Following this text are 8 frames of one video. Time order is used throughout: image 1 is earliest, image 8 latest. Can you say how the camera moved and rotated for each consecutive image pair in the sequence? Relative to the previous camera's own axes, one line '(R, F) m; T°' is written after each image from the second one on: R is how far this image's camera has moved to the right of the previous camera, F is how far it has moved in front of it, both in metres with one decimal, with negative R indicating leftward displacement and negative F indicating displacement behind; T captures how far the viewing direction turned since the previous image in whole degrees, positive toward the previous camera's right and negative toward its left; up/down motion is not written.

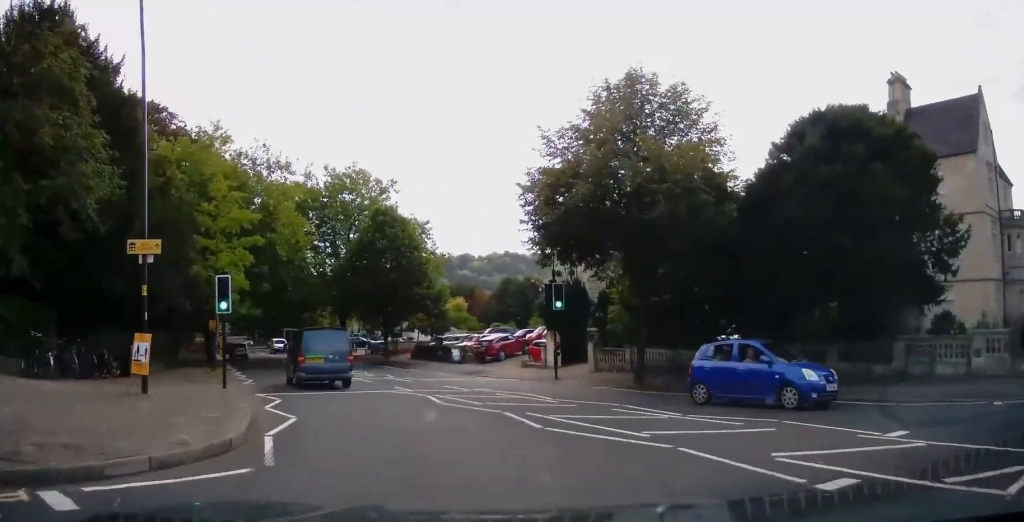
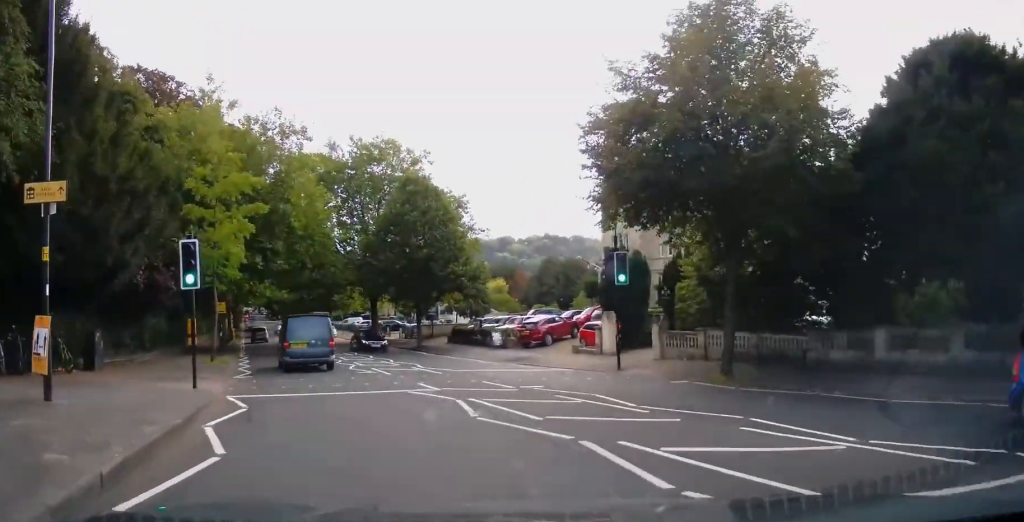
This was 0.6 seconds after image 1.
(+0.2, +4.7) m; 0°
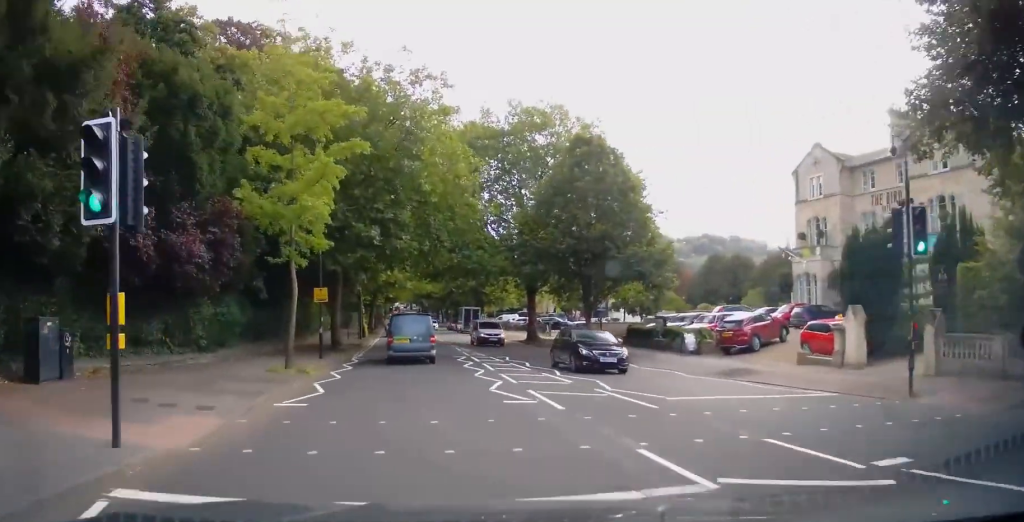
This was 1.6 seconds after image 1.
(-0.6, +8.7) m; -9°
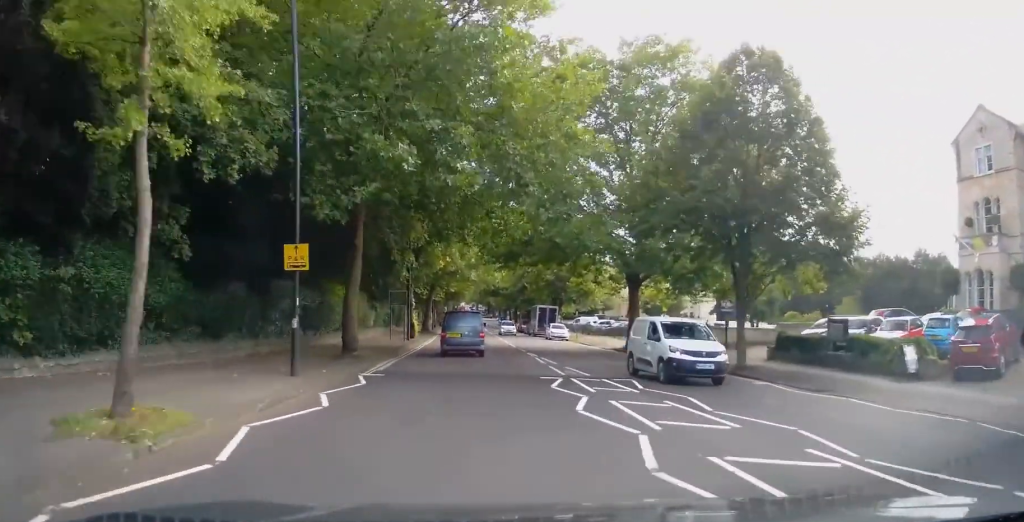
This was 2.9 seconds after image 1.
(-1.1, +11.8) m; -8°
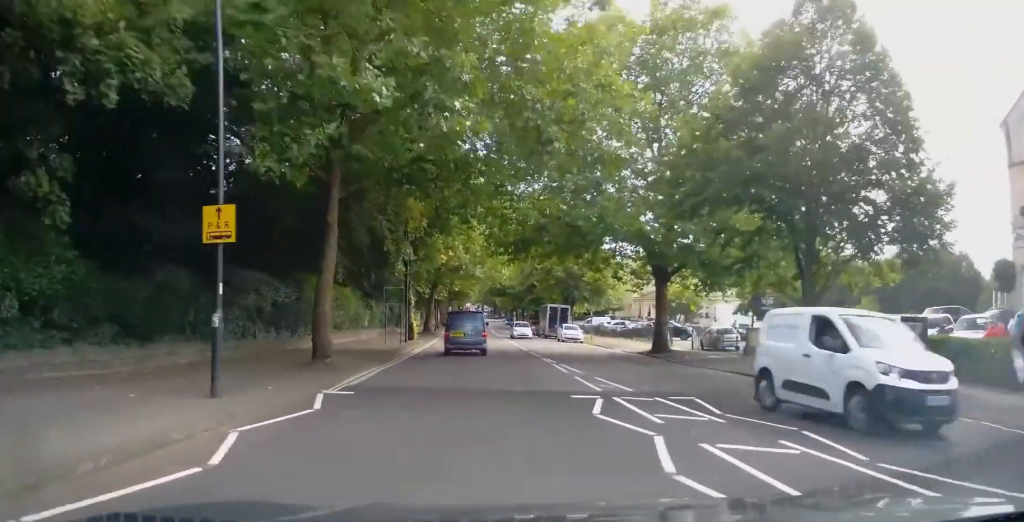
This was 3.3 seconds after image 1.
(0.0, +4.5) m; -2°
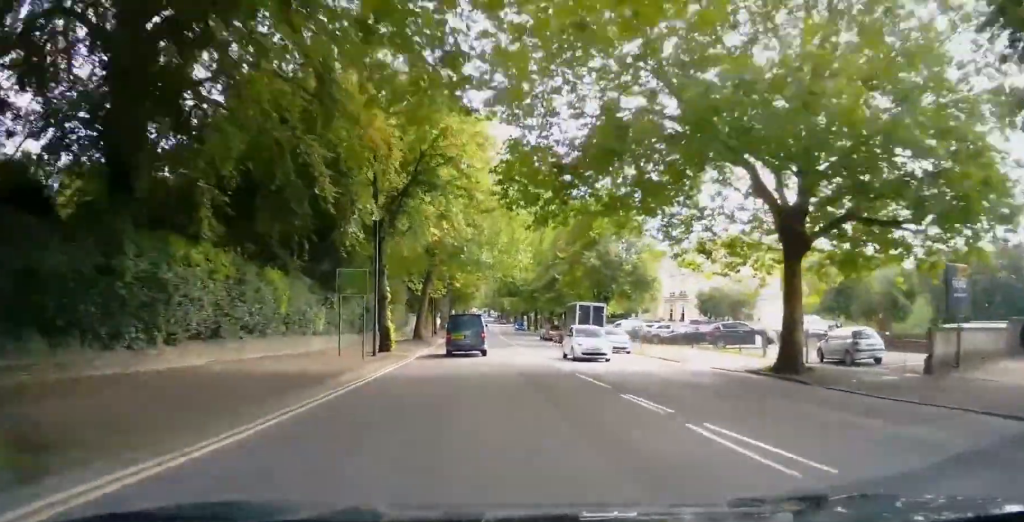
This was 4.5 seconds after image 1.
(-0.4, +13.5) m; 0°
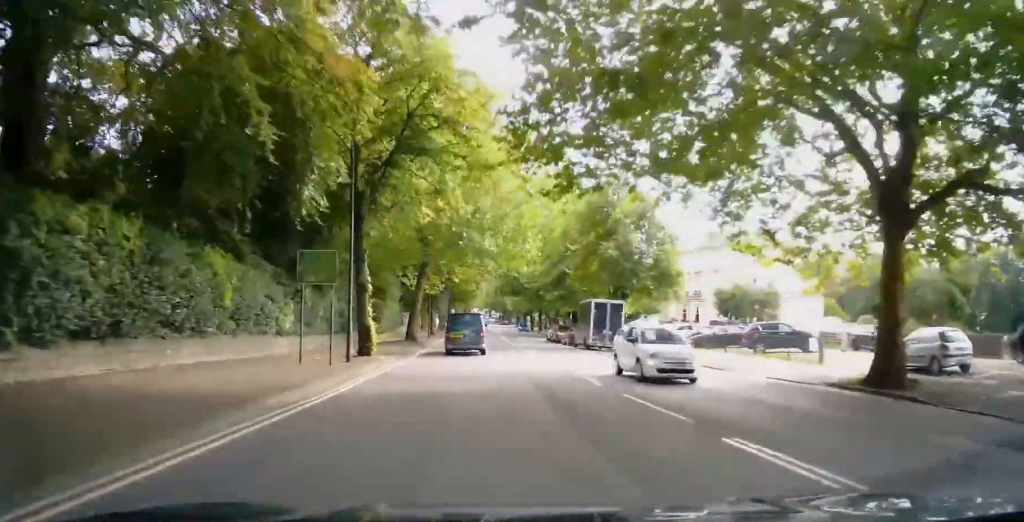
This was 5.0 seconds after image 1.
(+0.1, +5.3) m; +1°
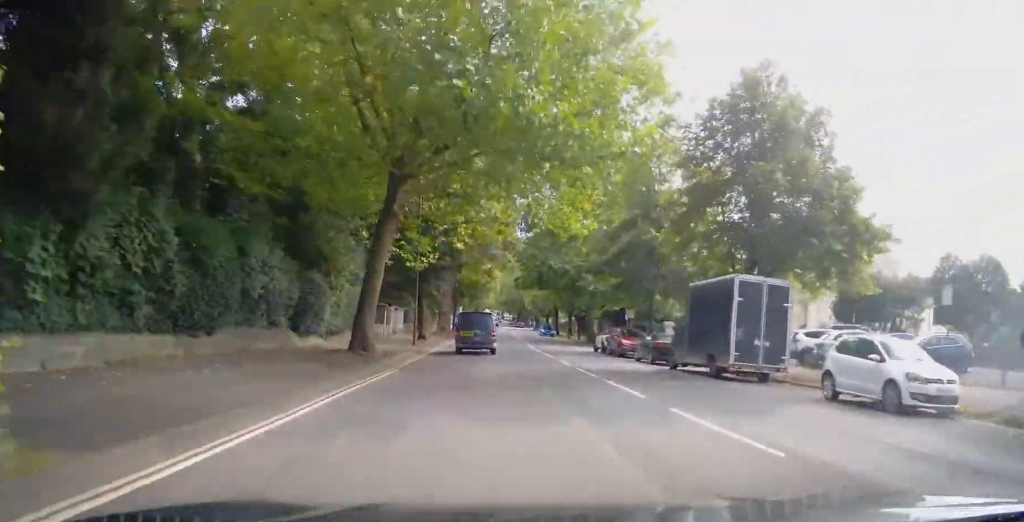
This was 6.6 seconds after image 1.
(+0.8, +19.6) m; +3°
